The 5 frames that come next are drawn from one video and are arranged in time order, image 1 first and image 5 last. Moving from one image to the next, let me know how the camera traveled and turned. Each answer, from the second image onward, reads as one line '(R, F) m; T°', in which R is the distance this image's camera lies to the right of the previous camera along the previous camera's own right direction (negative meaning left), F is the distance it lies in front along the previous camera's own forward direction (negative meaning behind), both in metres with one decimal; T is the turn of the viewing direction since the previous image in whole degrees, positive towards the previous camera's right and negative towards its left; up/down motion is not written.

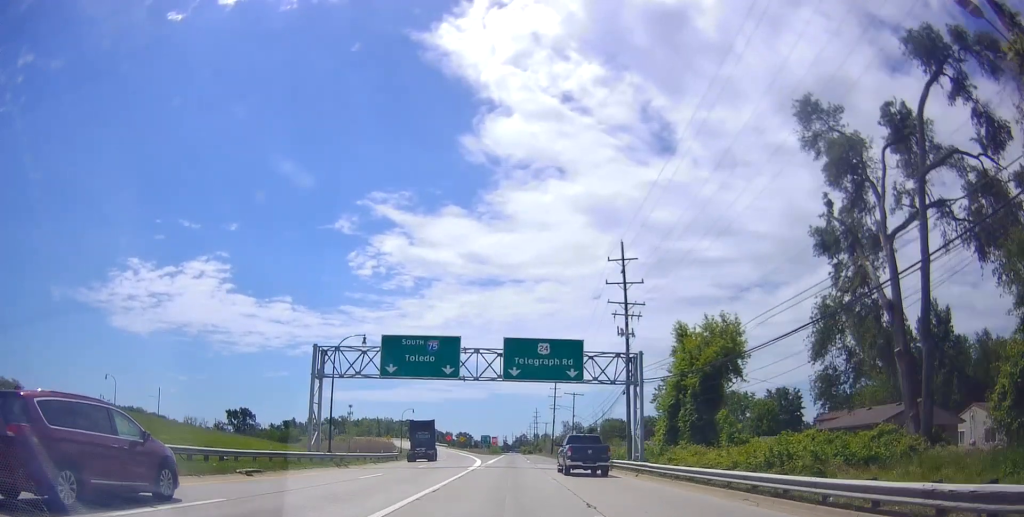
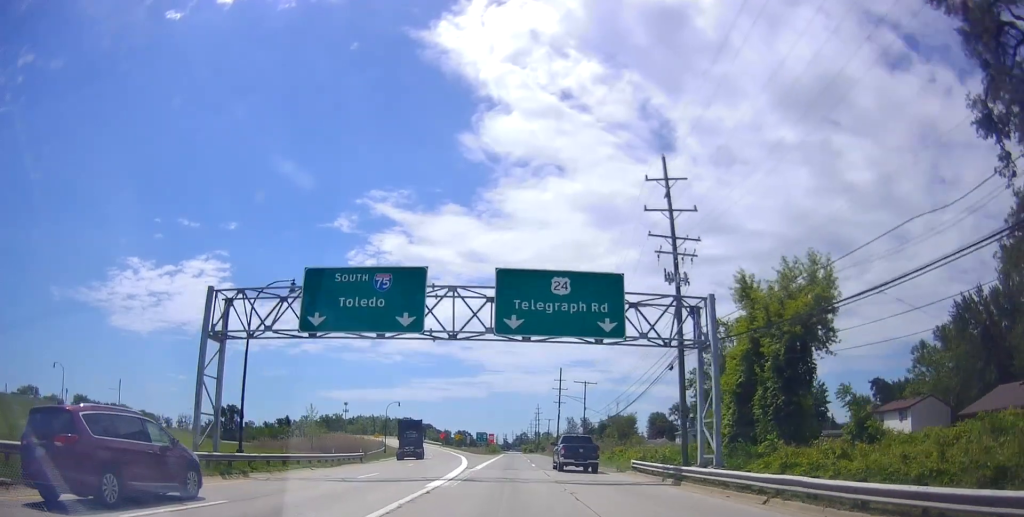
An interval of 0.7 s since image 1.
(+0.3, +15.2) m; 0°
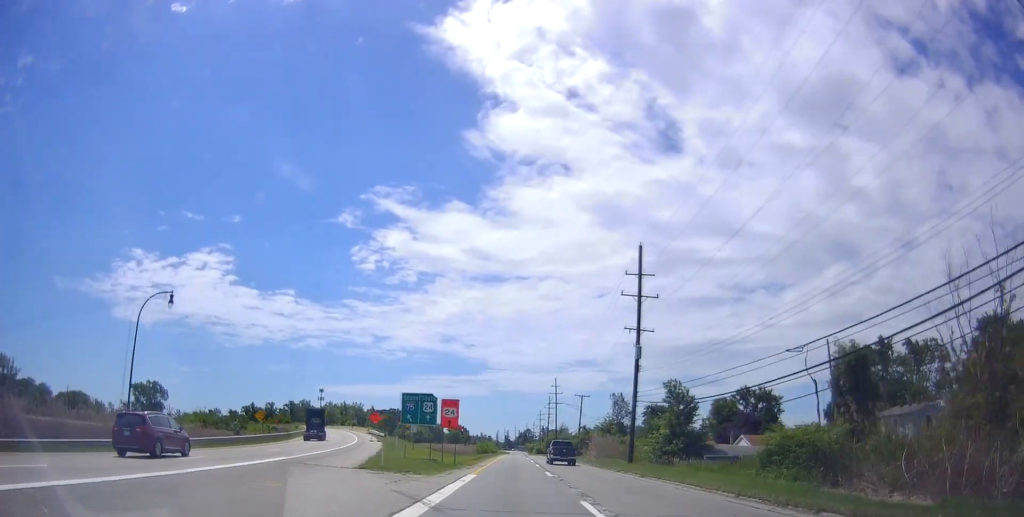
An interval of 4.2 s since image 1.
(-1.5, +75.6) m; -1°
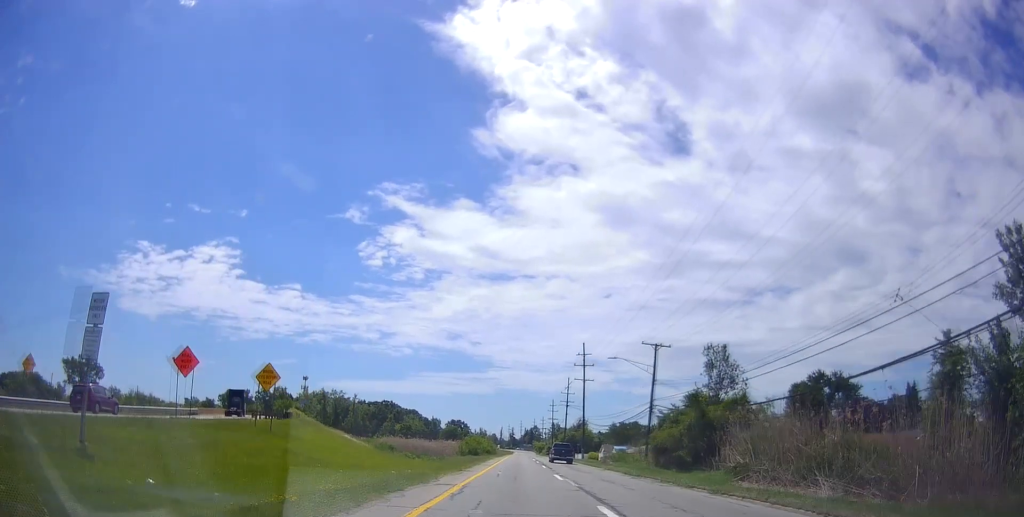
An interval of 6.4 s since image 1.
(-0.4, +47.0) m; -1°
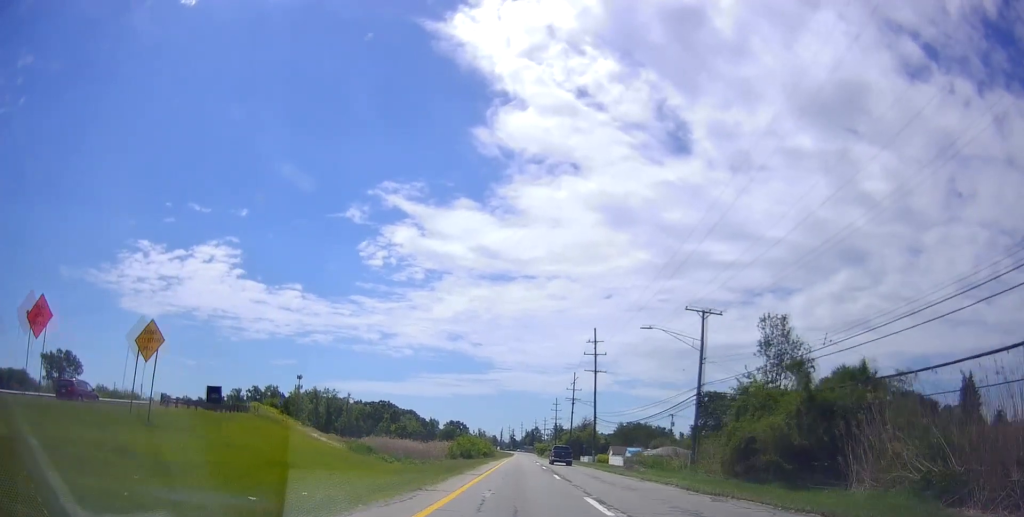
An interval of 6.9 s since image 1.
(0.0, +12.4) m; 0°
